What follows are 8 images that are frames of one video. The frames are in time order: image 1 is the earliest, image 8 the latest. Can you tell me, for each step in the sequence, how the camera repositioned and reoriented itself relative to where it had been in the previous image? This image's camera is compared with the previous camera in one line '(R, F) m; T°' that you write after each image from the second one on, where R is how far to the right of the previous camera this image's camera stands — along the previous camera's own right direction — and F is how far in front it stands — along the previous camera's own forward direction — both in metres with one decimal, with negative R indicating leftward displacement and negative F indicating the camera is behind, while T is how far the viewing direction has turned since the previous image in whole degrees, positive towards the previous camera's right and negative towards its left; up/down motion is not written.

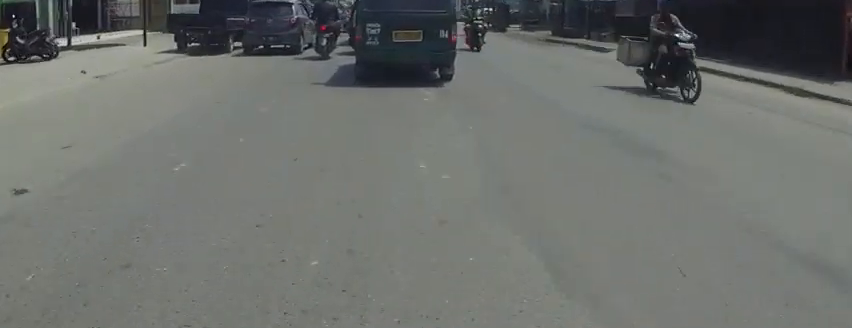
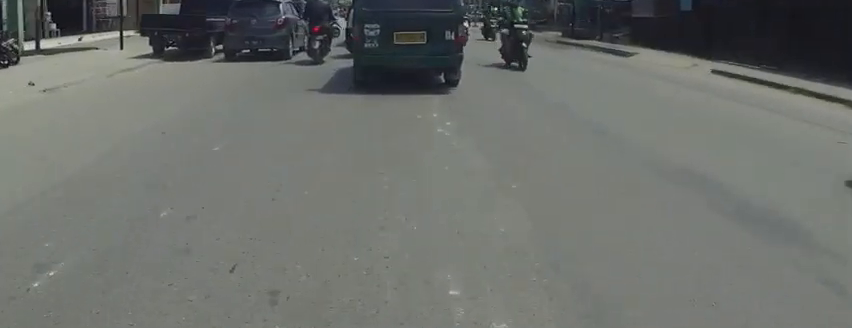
(0.0, +1.7) m; 0°
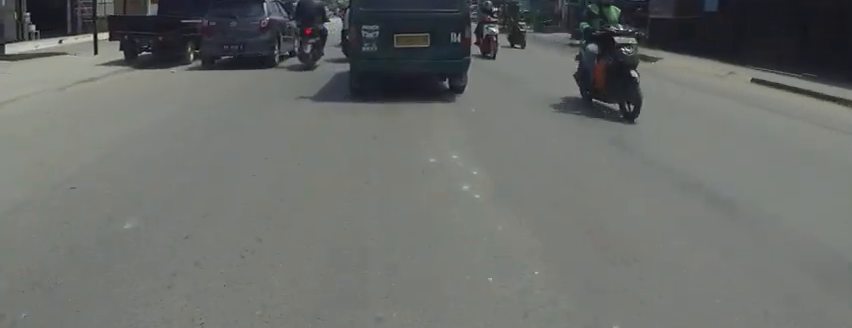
(0.0, +1.6) m; 0°
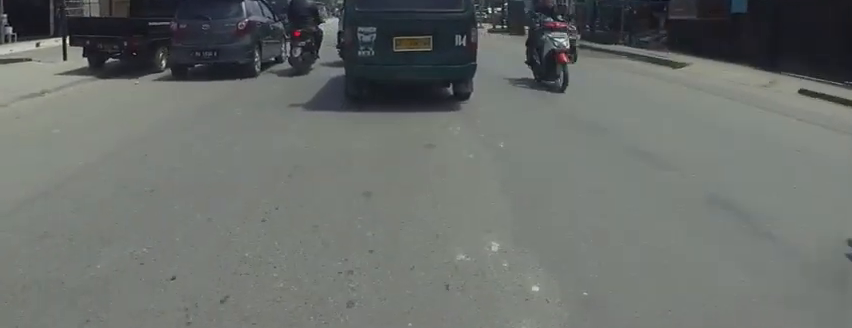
(0.0, +1.7) m; 0°
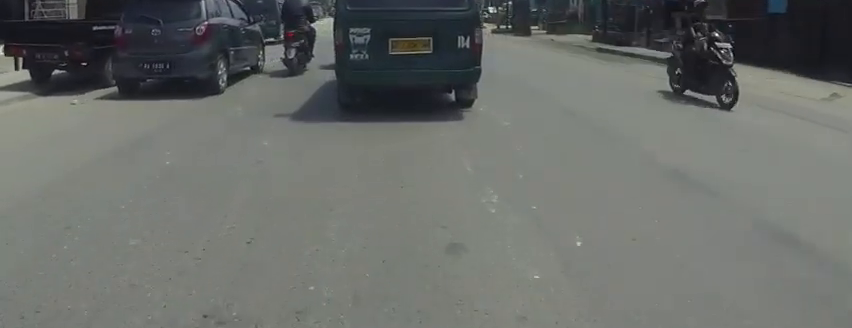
(0.0, +2.5) m; 0°
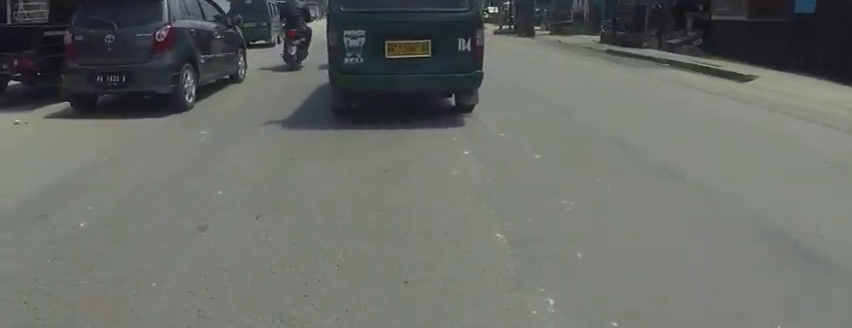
(0.0, +1.7) m; 0°
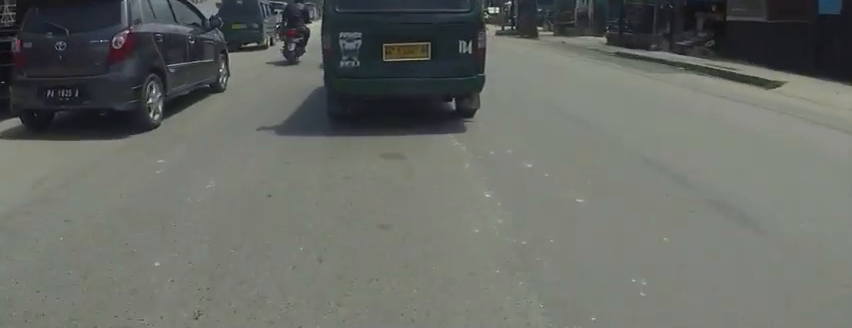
(0.0, +1.4) m; 0°
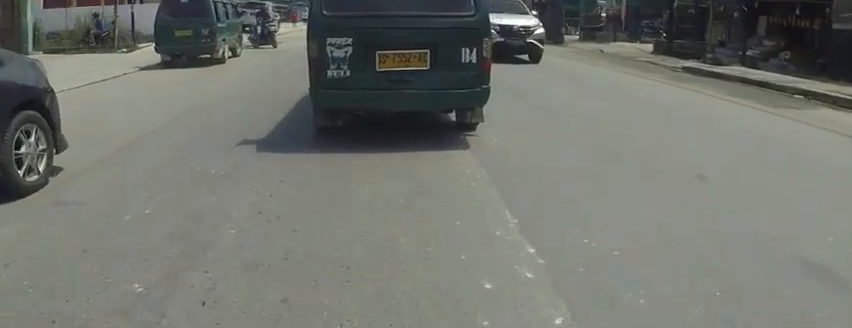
(0.0, +7.2) m; 0°
